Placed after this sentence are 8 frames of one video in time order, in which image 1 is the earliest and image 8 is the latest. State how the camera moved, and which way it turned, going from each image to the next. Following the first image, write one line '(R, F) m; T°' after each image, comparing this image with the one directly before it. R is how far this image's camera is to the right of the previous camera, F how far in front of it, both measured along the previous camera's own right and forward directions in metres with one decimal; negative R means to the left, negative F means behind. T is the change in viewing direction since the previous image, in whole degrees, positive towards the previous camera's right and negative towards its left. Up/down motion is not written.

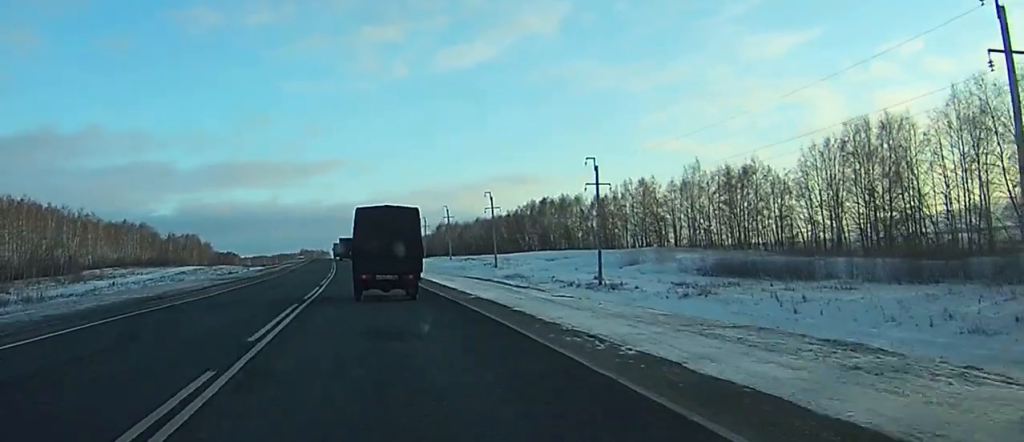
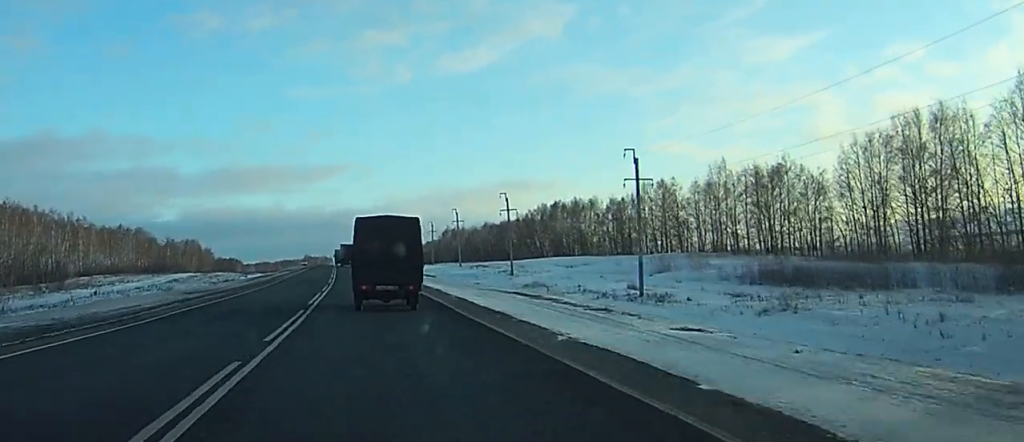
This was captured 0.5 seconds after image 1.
(0.0, +10.4) m; 0°
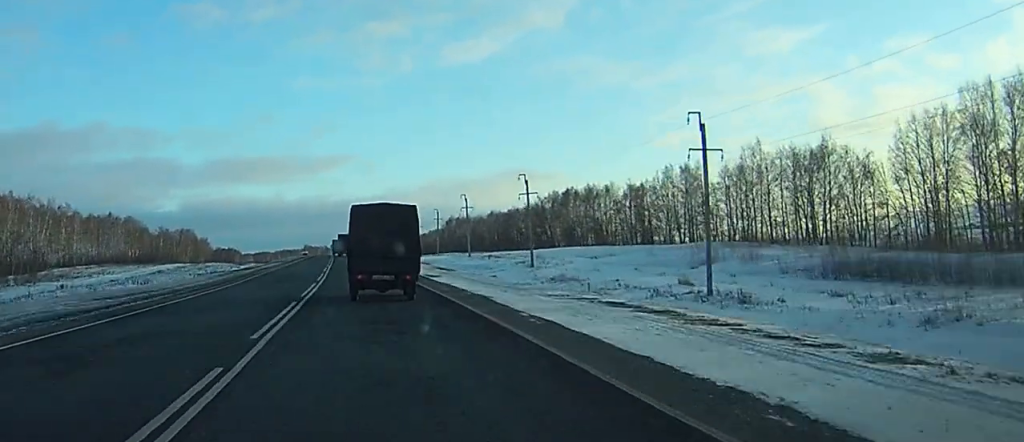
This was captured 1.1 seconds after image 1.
(0.0, +13.2) m; 0°
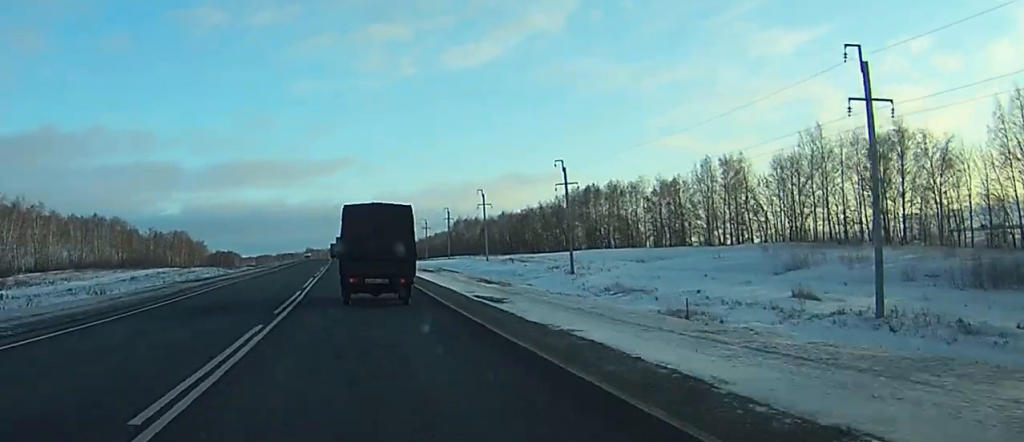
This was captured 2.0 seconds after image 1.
(-0.1, +18.3) m; 0°
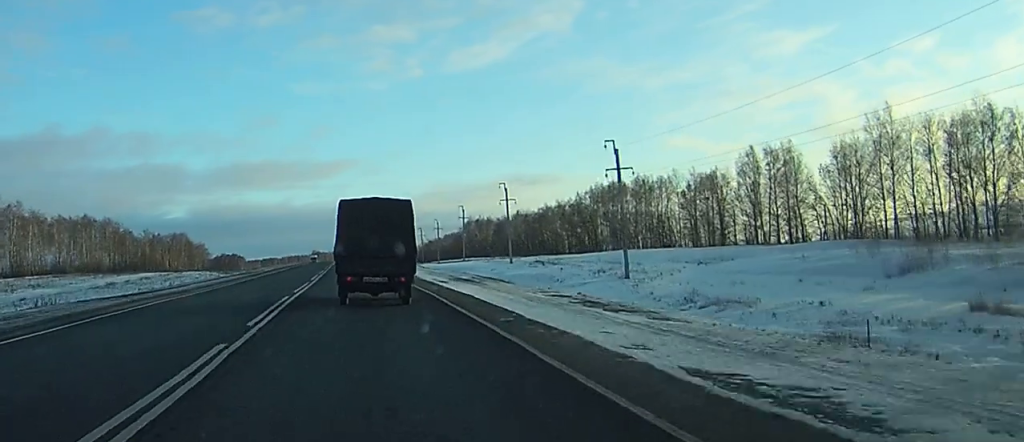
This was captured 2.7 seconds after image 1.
(0.0, +15.6) m; 0°
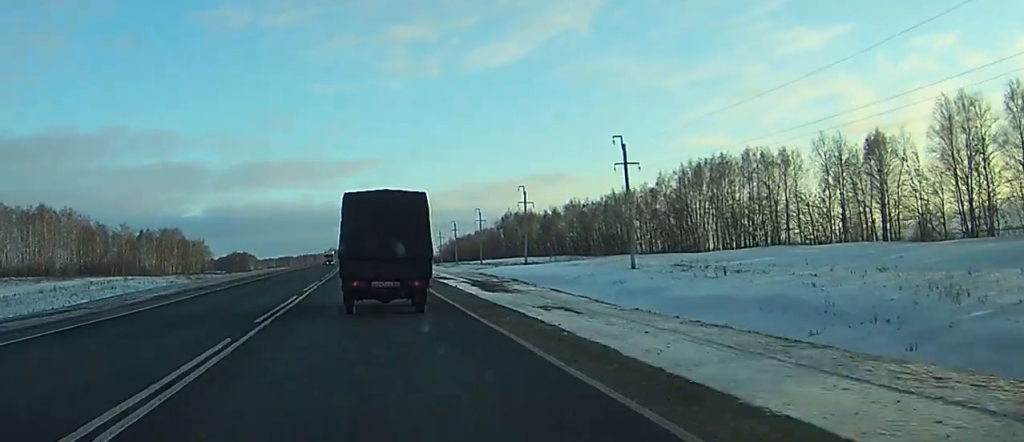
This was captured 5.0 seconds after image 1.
(-0.2, +47.7) m; -1°
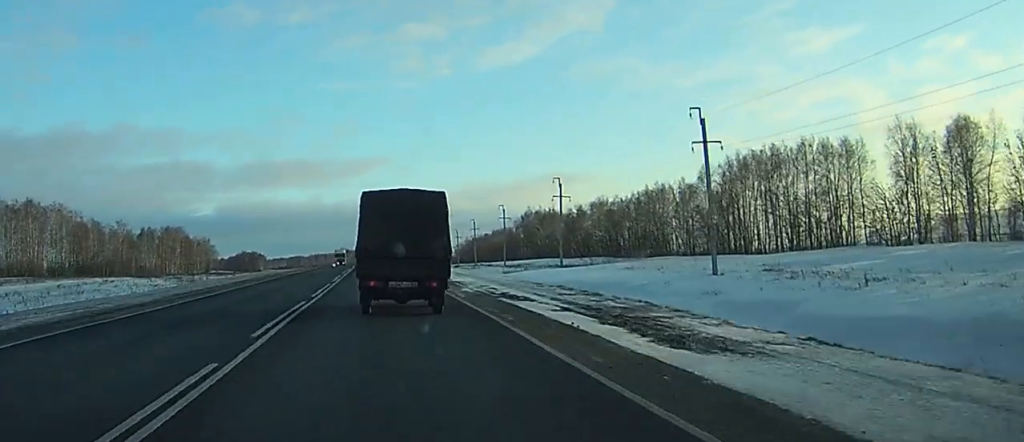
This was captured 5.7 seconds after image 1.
(-0.1, +15.3) m; -1°
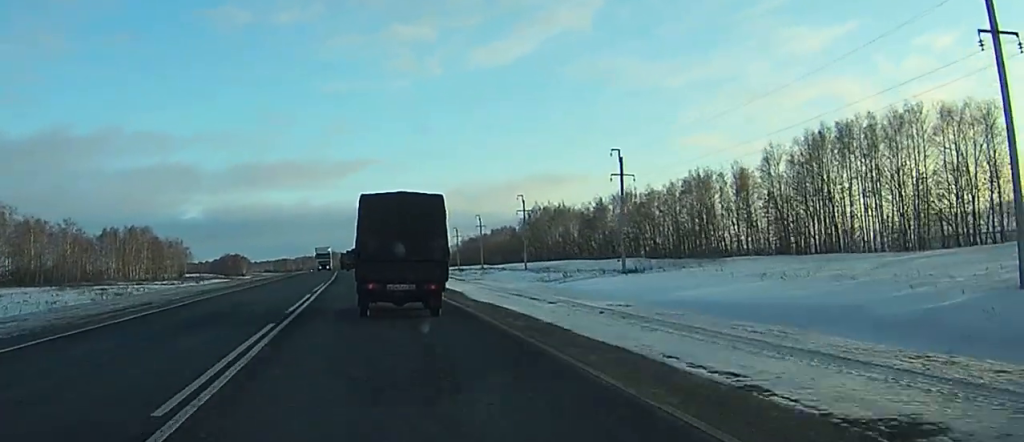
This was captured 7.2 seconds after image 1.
(-0.3, +30.8) m; -1°
